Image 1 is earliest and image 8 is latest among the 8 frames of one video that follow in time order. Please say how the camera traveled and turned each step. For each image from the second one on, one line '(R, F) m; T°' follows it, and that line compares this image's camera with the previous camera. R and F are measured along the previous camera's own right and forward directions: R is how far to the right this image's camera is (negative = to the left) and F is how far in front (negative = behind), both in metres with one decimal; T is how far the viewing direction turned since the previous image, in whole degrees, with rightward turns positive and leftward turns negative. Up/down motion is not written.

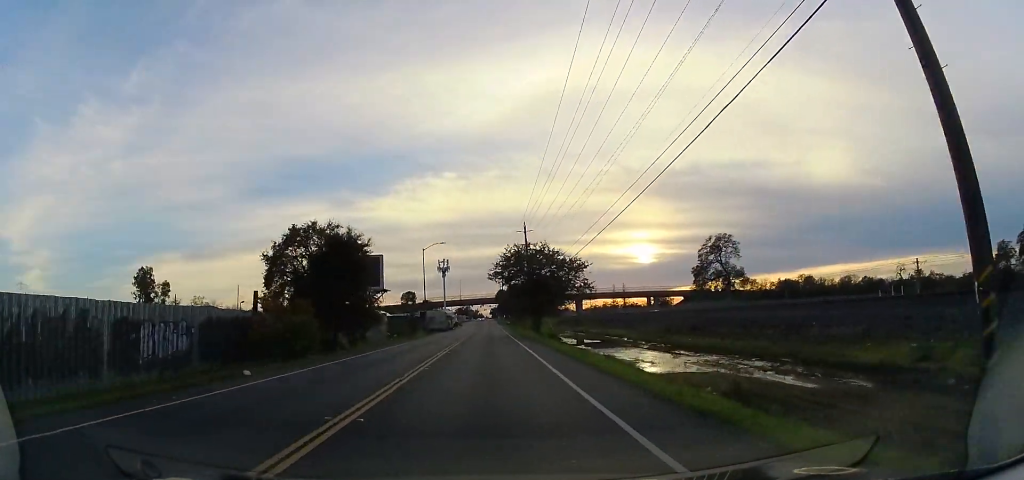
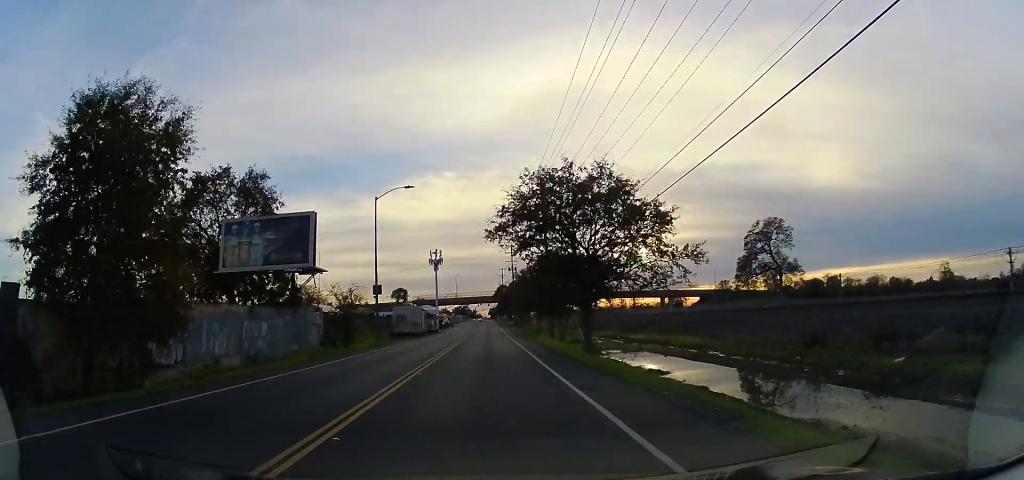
(+0.7, +22.8) m; 0°
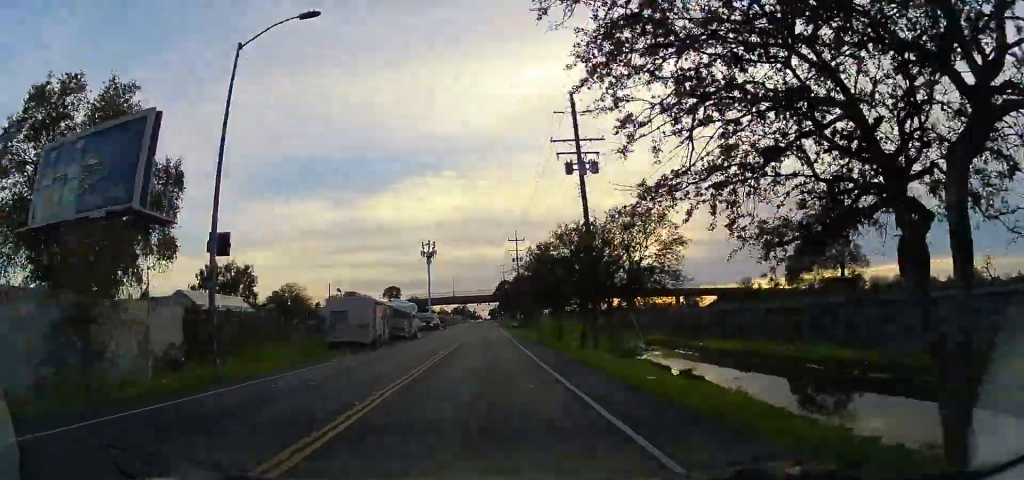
(-0.6, +19.3) m; -2°
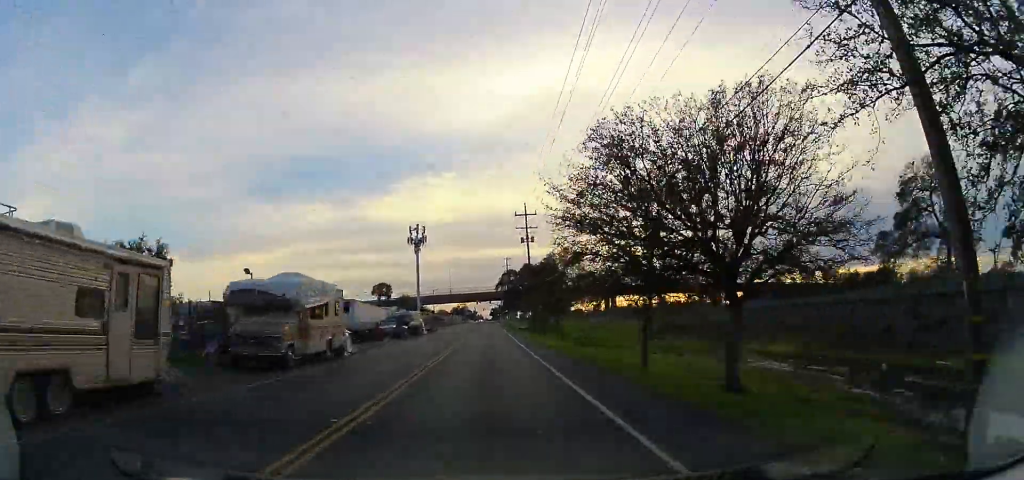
(0.0, +23.6) m; 0°
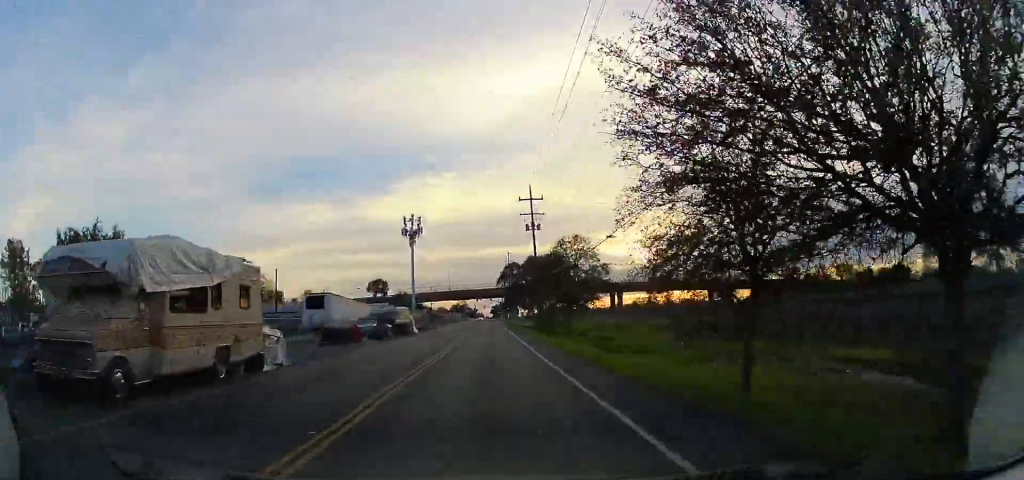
(0.0, +8.4) m; 0°
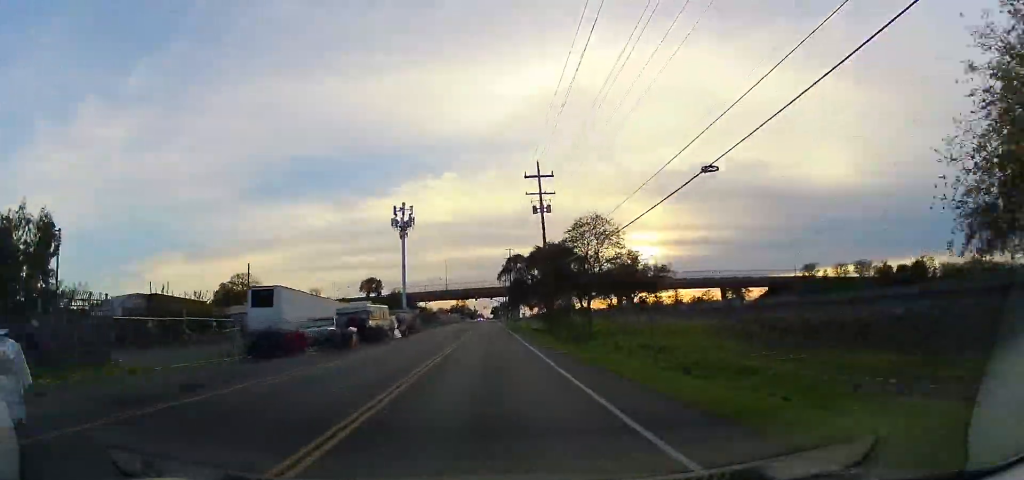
(0.0, +10.9) m; 0°
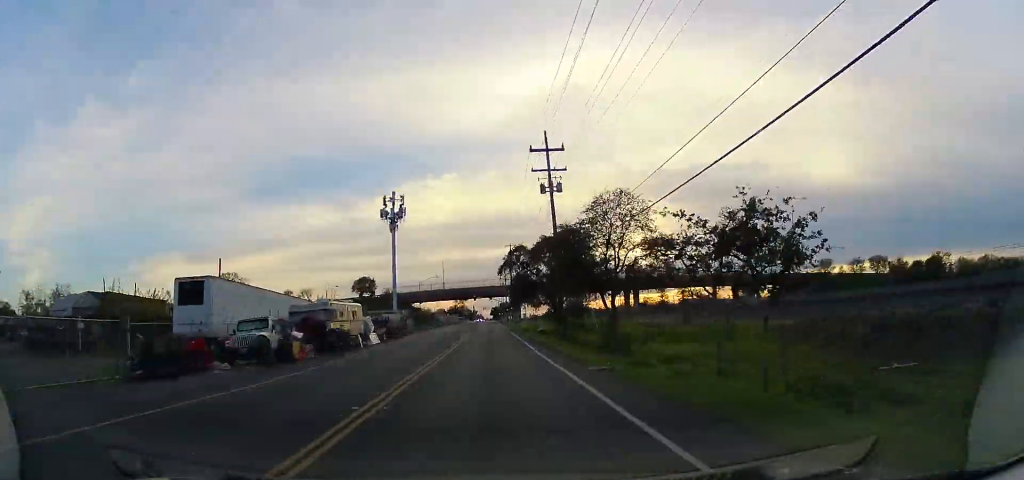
(-0.2, +8.9) m; 0°
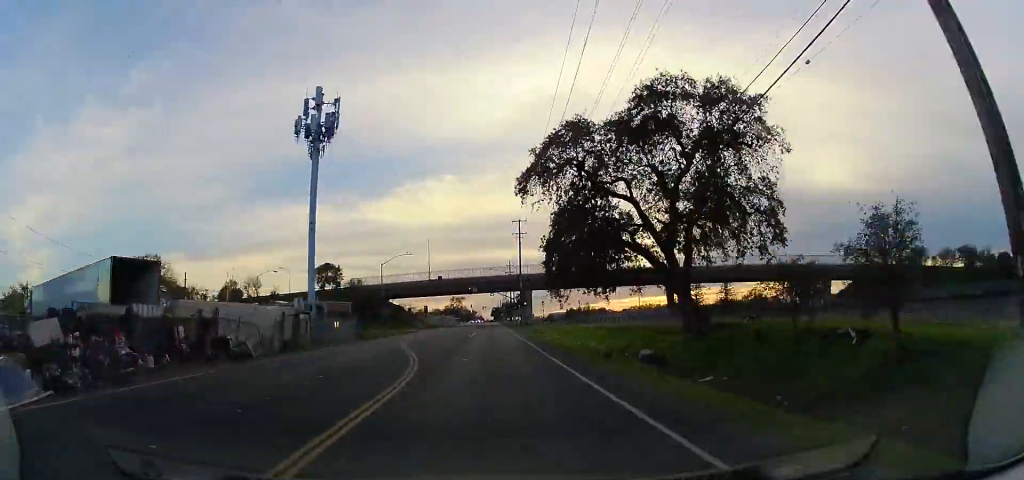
(+0.5, +39.8) m; +1°
